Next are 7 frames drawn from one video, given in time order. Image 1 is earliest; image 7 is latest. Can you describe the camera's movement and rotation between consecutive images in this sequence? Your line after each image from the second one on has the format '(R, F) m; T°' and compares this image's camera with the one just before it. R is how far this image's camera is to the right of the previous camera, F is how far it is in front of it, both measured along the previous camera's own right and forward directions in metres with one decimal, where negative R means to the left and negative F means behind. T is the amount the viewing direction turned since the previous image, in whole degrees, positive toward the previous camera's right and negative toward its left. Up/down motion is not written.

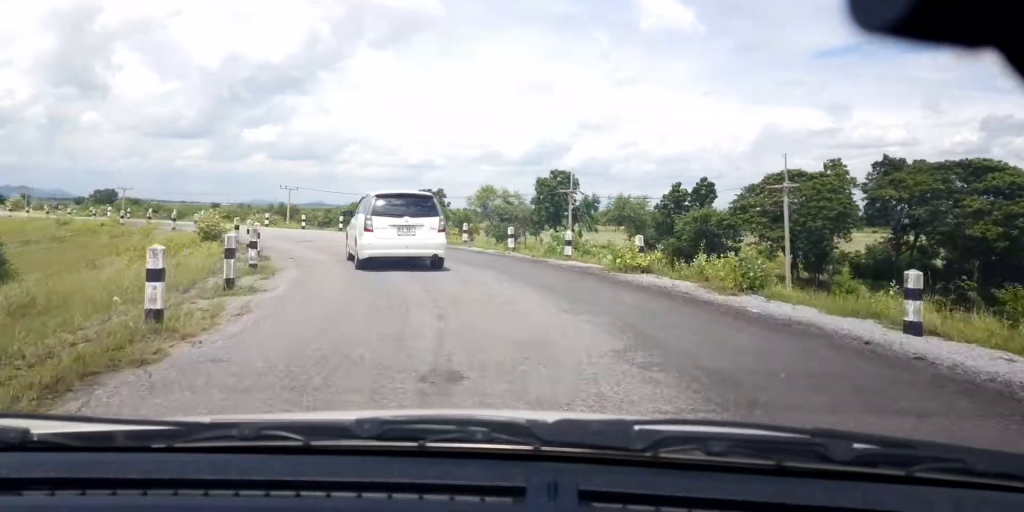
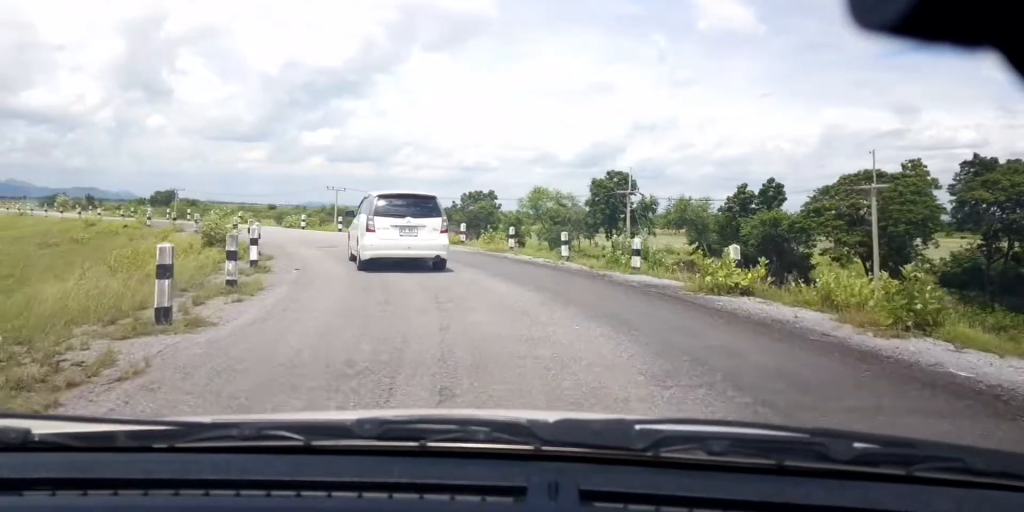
(0.0, +4.0) m; -2°
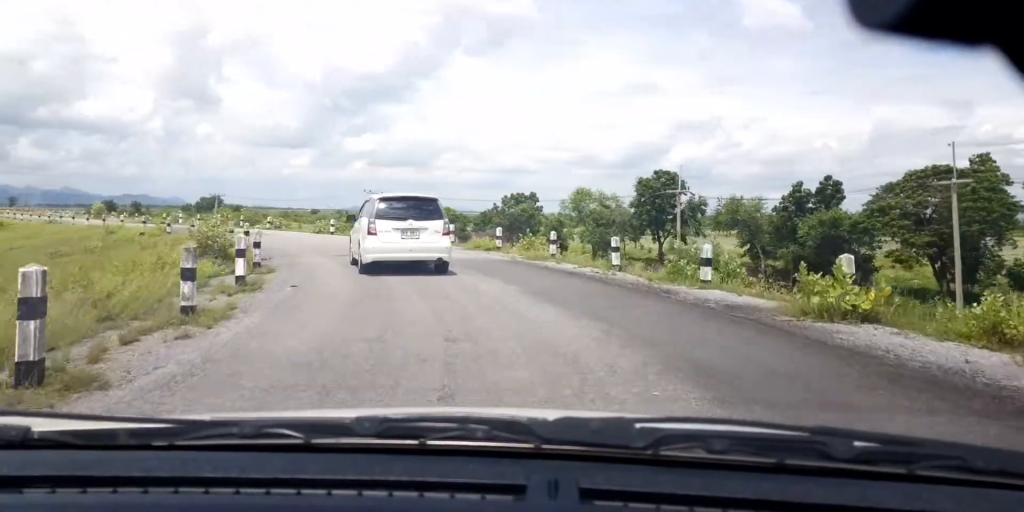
(0.0, +3.1) m; -2°
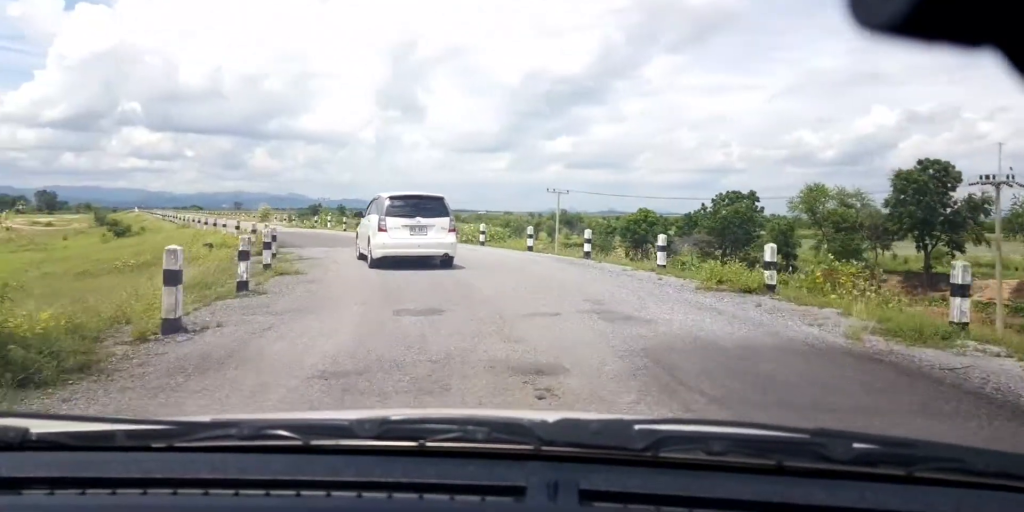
(-1.1, +14.1) m; -11°
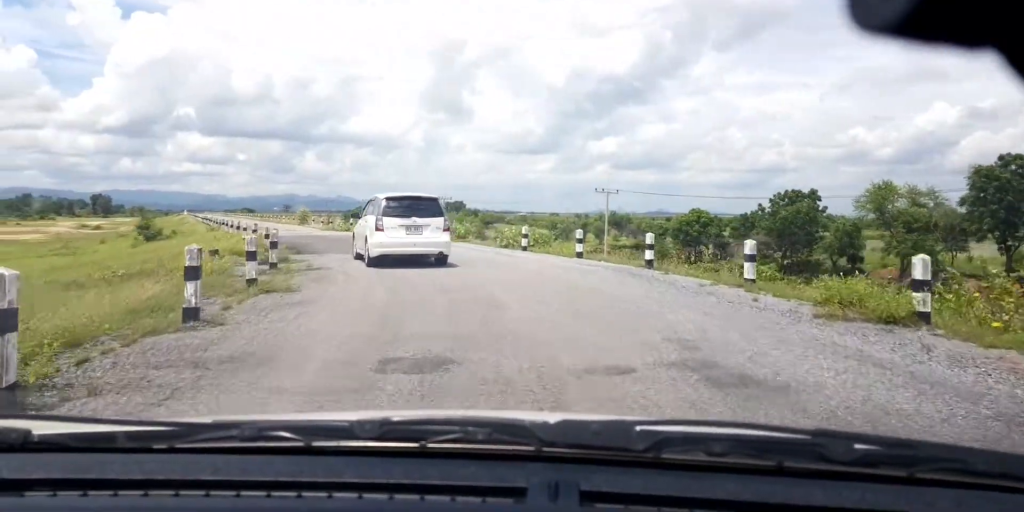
(-0.1, +3.5) m; -6°
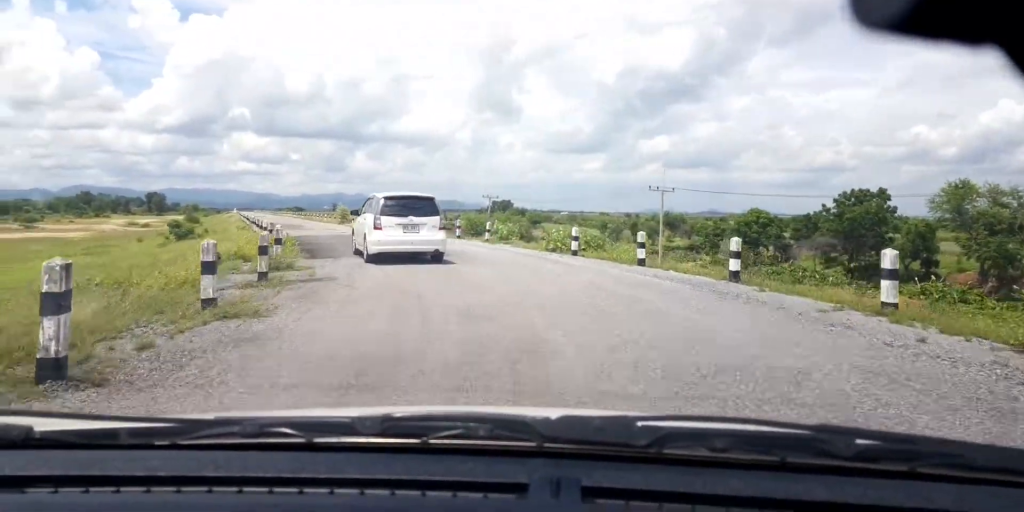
(-0.3, +3.2) m; -3°
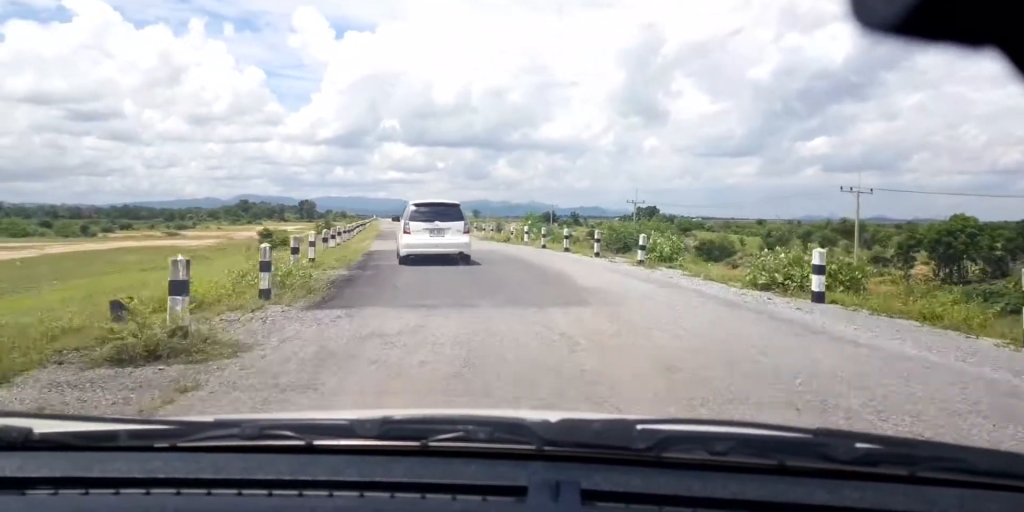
(-0.8, +9.8) m; -14°
